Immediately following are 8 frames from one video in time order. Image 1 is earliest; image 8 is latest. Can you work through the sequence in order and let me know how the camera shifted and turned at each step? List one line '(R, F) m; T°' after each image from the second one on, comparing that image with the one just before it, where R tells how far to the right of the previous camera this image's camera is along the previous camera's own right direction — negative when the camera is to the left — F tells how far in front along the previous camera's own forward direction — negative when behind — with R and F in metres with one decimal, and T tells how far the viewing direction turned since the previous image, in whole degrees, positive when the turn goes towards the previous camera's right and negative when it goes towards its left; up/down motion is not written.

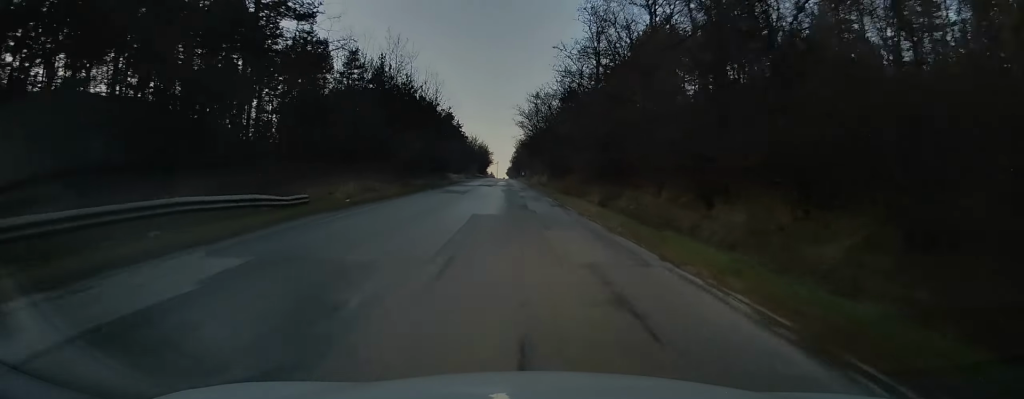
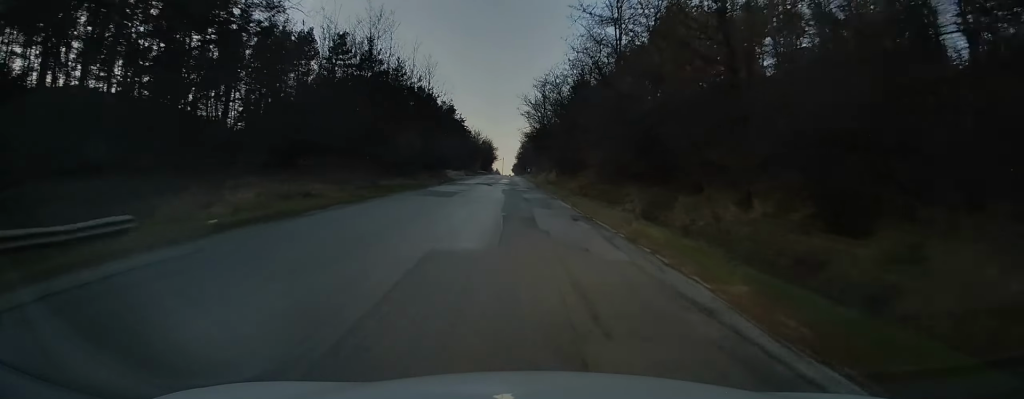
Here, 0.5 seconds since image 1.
(-0.1, +9.4) m; 0°
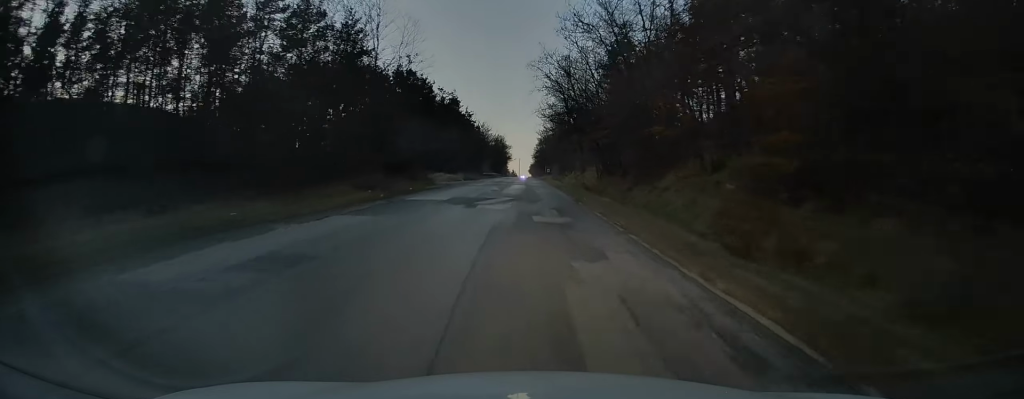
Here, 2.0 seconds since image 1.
(0.0, +26.7) m; 0°
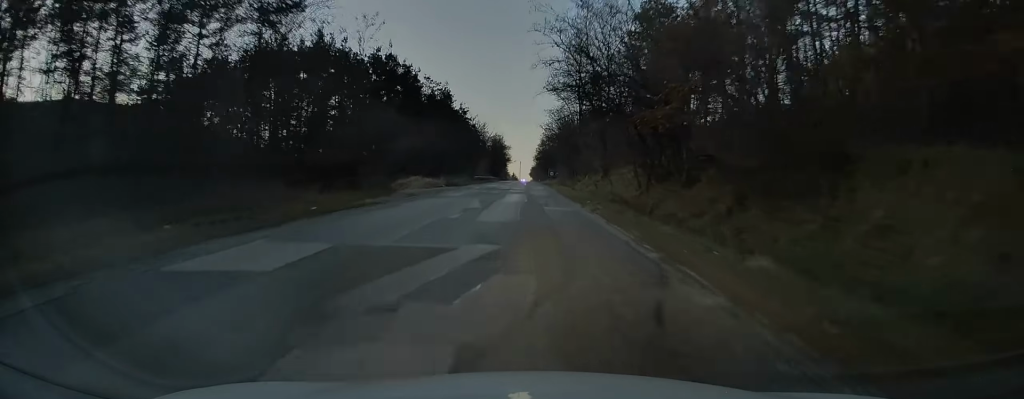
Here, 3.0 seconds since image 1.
(0.0, +16.5) m; 0°
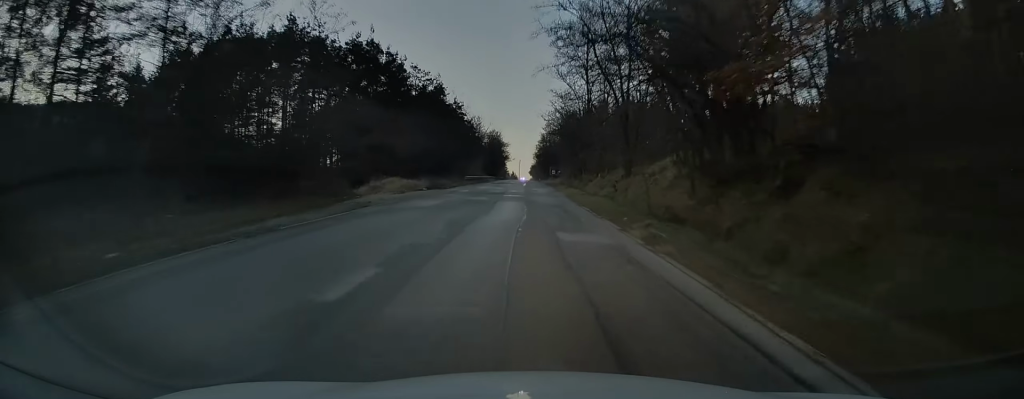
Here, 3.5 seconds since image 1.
(+0.2, +10.0) m; 0°
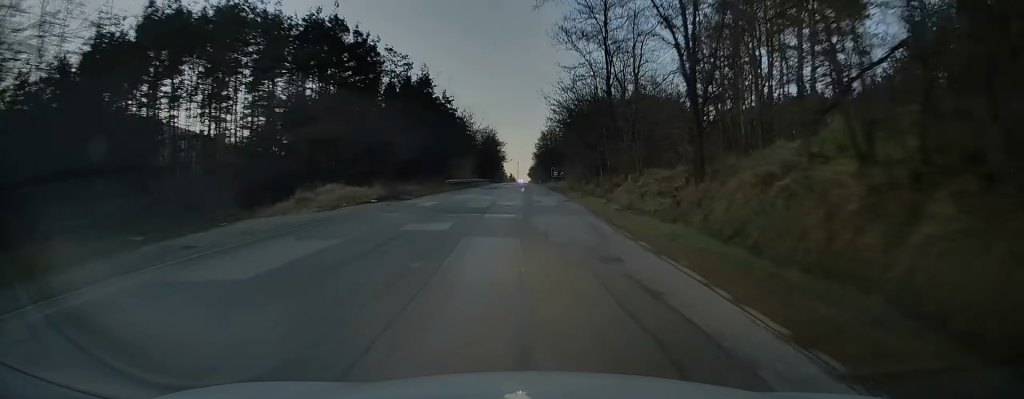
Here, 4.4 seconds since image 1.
(-0.1, +14.3) m; -1°
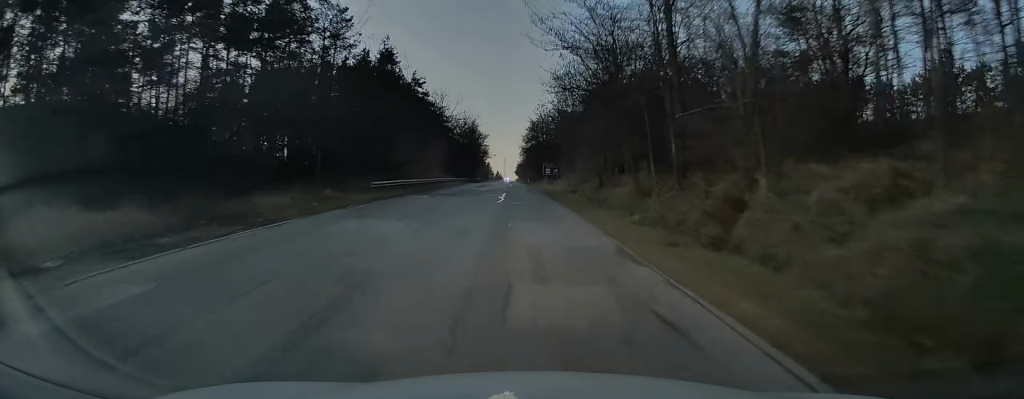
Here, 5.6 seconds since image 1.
(0.0, +20.2) m; 0°
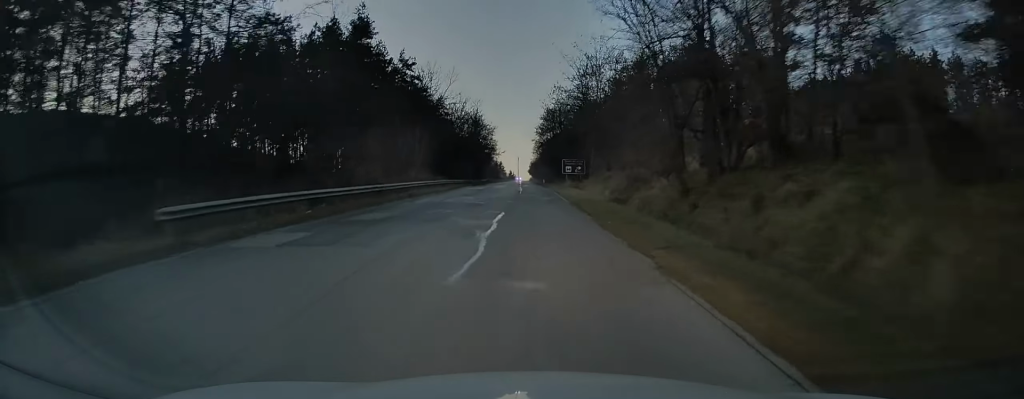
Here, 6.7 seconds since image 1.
(+0.1, +18.4) m; 0°
